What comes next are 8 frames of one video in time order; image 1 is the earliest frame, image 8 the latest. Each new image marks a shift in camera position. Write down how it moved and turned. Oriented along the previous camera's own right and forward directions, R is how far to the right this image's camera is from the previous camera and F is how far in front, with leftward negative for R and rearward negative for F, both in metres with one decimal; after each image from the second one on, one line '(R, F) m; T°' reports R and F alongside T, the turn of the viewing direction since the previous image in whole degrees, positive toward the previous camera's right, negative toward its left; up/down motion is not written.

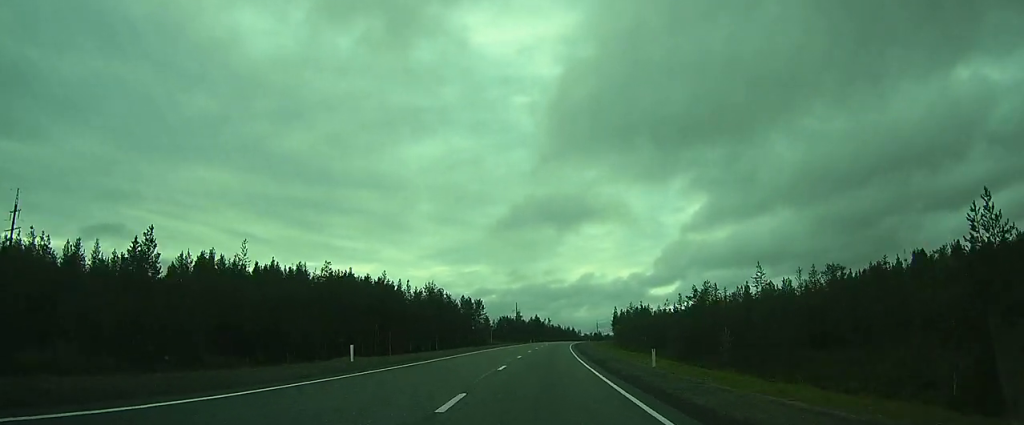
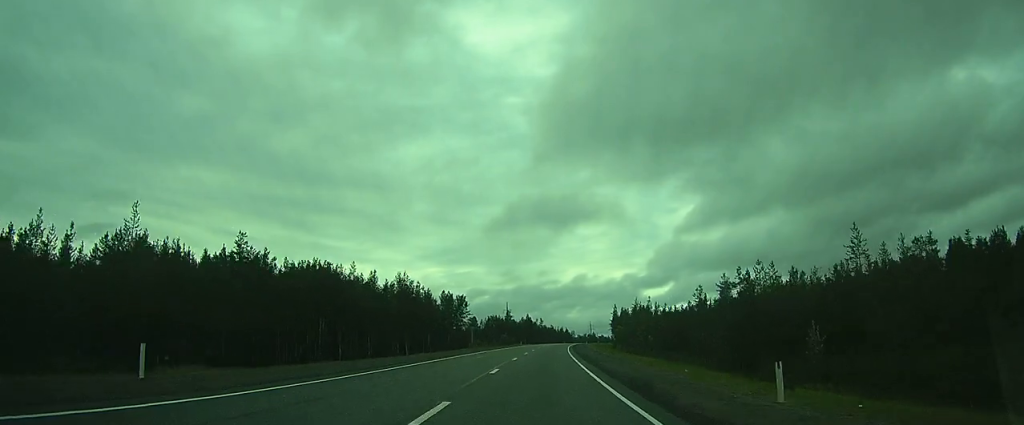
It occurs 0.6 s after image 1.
(+0.1, +13.5) m; +1°
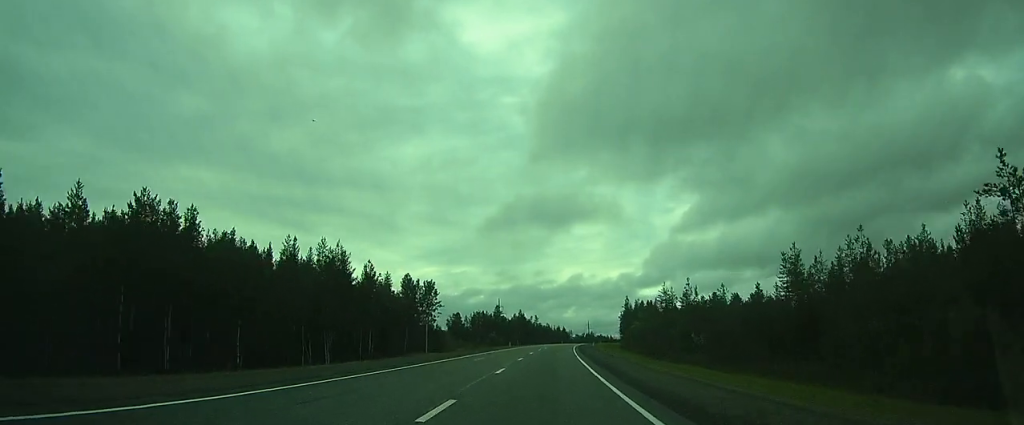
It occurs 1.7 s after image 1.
(+0.3, +23.5) m; +1°
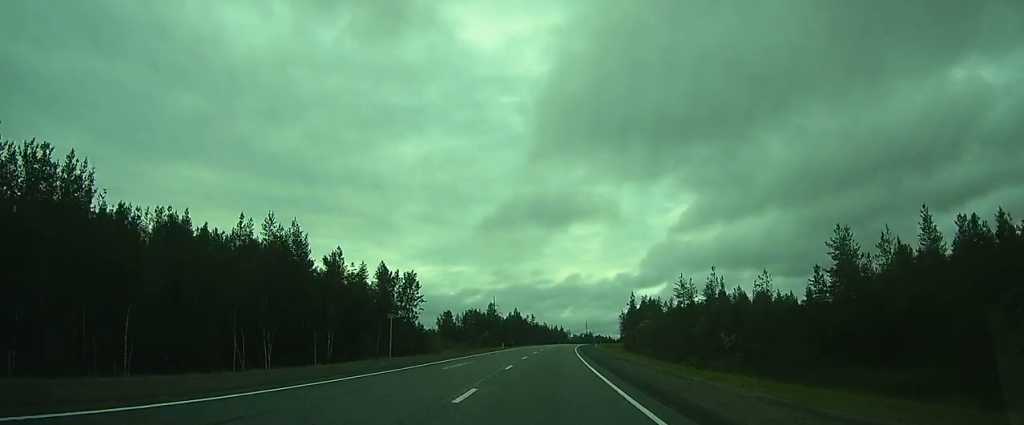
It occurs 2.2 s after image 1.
(0.0, +9.3) m; 0°
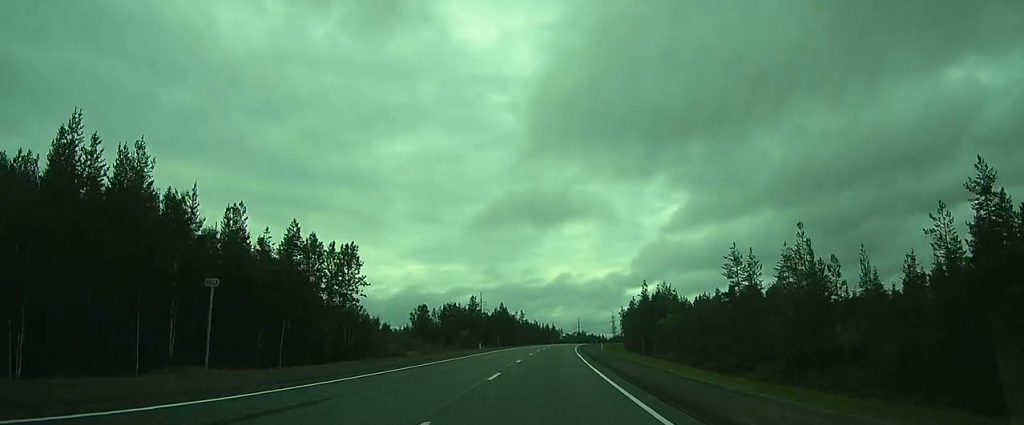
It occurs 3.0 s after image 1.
(0.0, +17.8) m; +1°
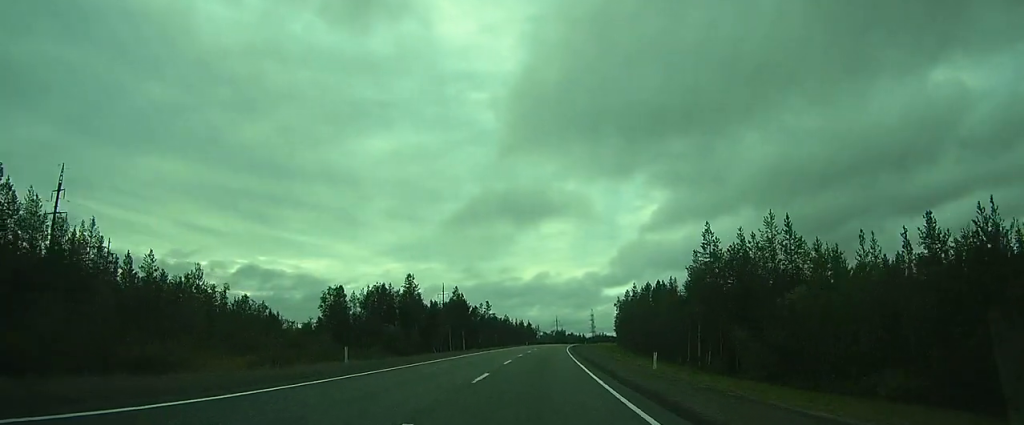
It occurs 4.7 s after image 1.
(+0.9, +35.7) m; +4°
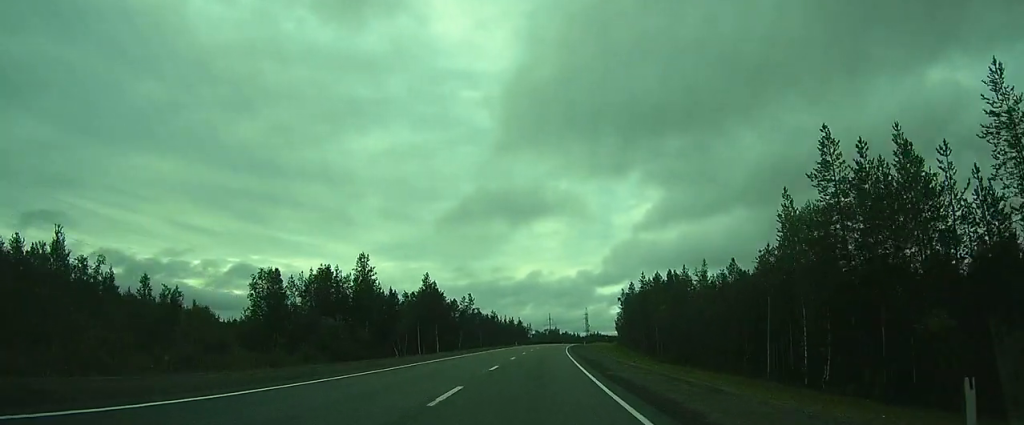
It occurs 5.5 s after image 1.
(+0.4, +17.0) m; +1°
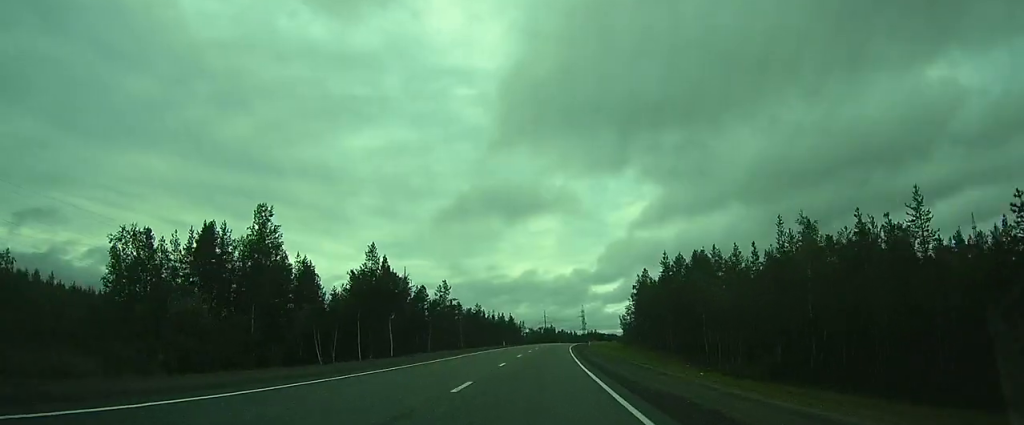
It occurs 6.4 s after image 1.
(-0.1, +20.1) m; 0°
